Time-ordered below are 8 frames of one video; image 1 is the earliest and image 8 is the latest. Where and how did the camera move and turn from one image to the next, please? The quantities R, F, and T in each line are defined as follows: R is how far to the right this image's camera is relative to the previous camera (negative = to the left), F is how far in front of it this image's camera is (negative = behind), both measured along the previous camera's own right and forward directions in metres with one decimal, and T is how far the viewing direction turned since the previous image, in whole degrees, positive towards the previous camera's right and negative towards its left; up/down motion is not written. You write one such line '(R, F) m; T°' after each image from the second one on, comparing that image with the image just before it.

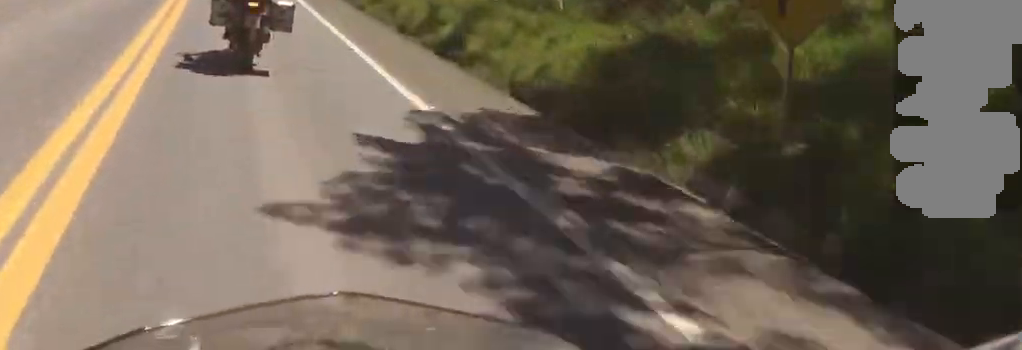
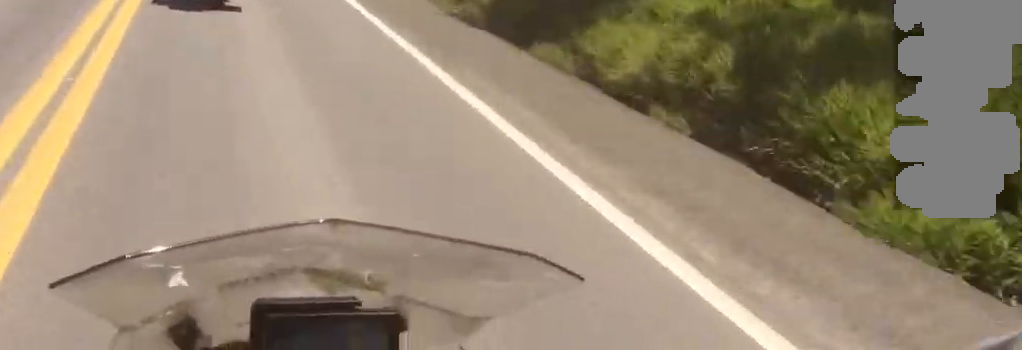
(-0.8, +38.4) m; -2°
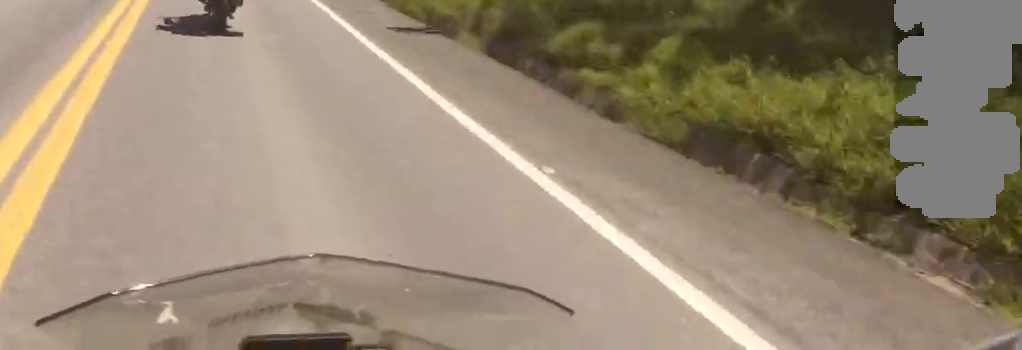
(-0.2, +22.5) m; 0°
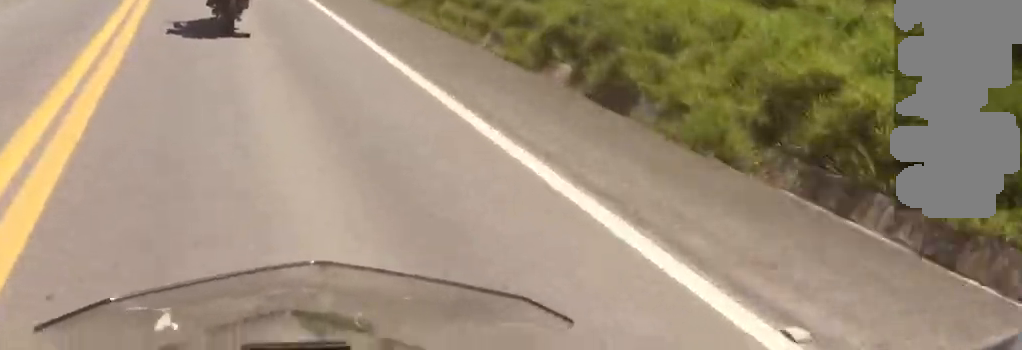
(-0.1, +16.7) m; +1°
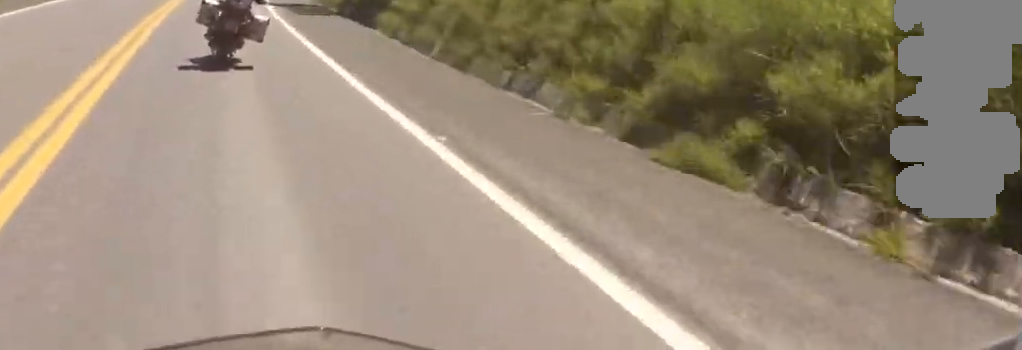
(+1.7, +46.3) m; +4°
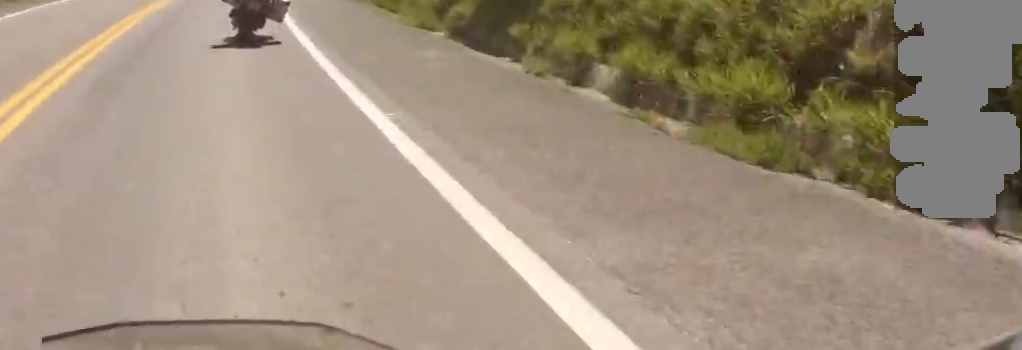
(+1.0, +38.1) m; +3°
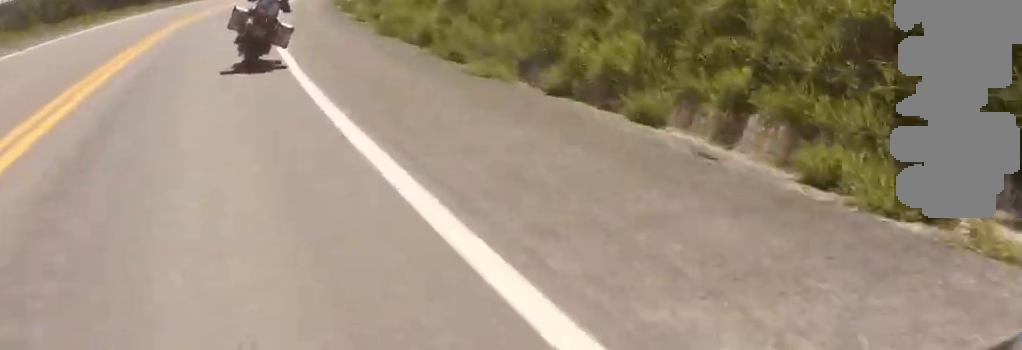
(-0.3, +13.0) m; +2°
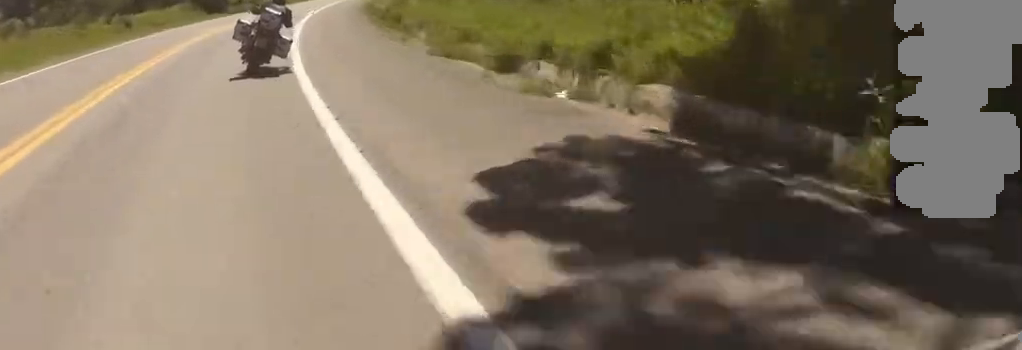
(+5.4, +49.2) m; +13°
